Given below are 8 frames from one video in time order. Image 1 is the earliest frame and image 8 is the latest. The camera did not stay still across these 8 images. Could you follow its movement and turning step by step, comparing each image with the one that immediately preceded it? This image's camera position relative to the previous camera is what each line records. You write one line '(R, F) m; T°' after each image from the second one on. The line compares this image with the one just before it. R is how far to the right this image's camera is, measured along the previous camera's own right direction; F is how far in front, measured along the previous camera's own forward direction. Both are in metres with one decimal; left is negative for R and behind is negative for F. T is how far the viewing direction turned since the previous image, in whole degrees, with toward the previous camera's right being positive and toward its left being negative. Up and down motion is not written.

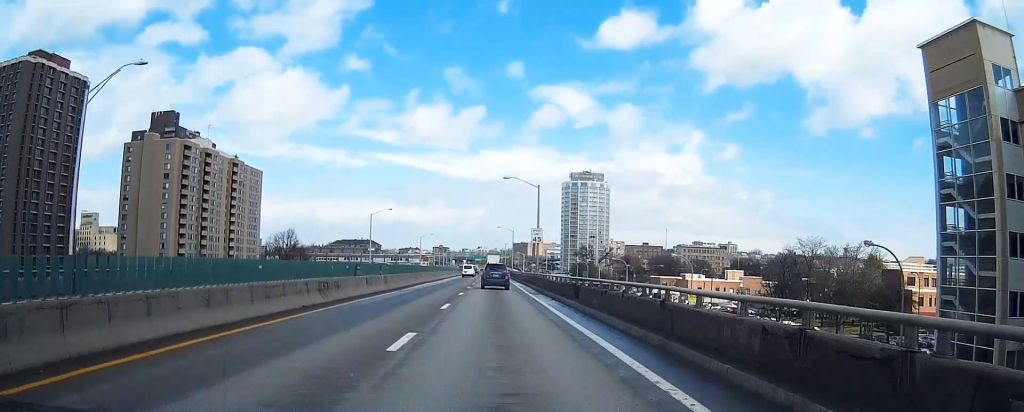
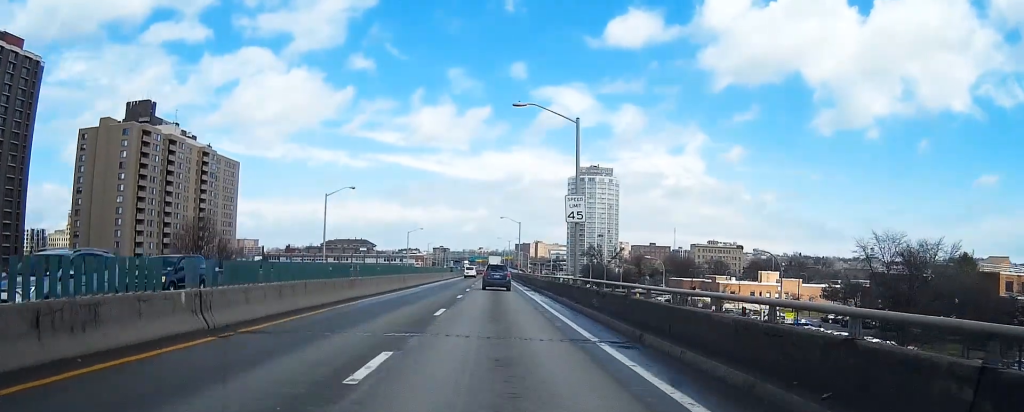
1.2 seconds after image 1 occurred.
(-0.1, +27.5) m; 0°
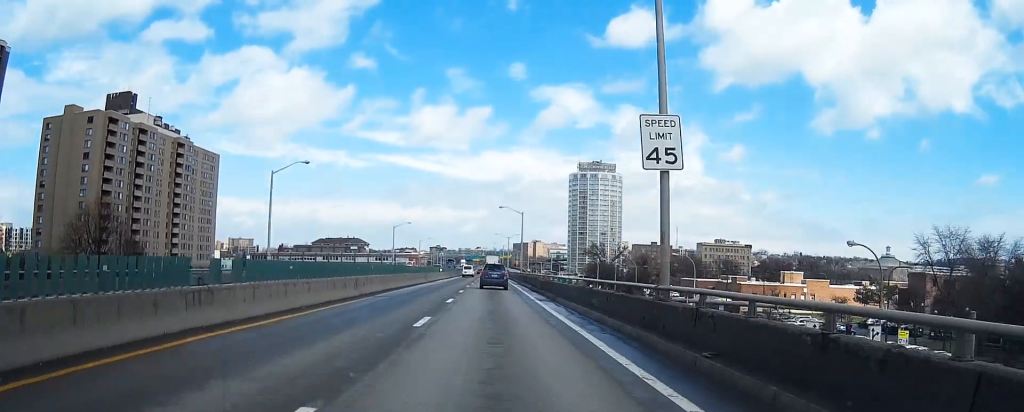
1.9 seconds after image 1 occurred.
(0.0, +17.3) m; 0°
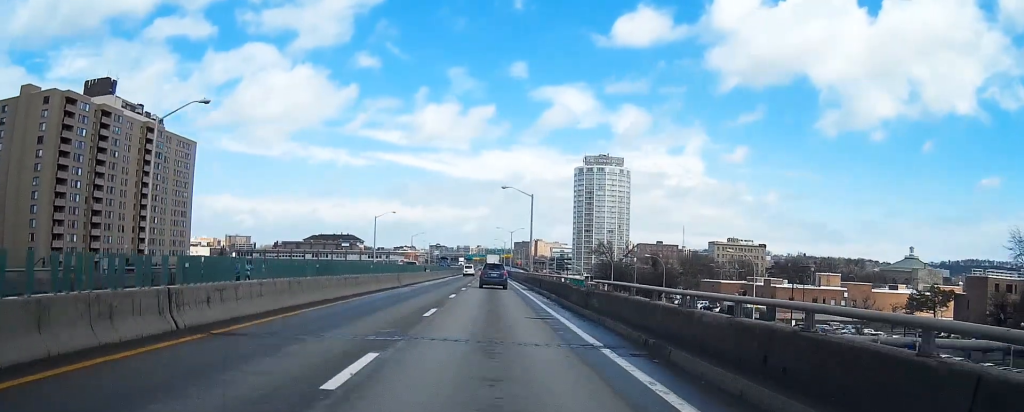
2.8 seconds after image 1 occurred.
(0.0, +20.5) m; 0°
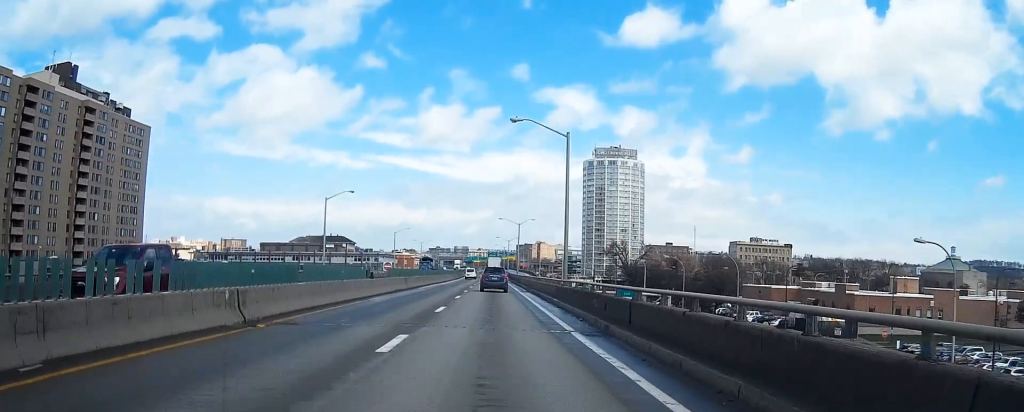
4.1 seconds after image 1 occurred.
(-0.1, +32.5) m; 0°
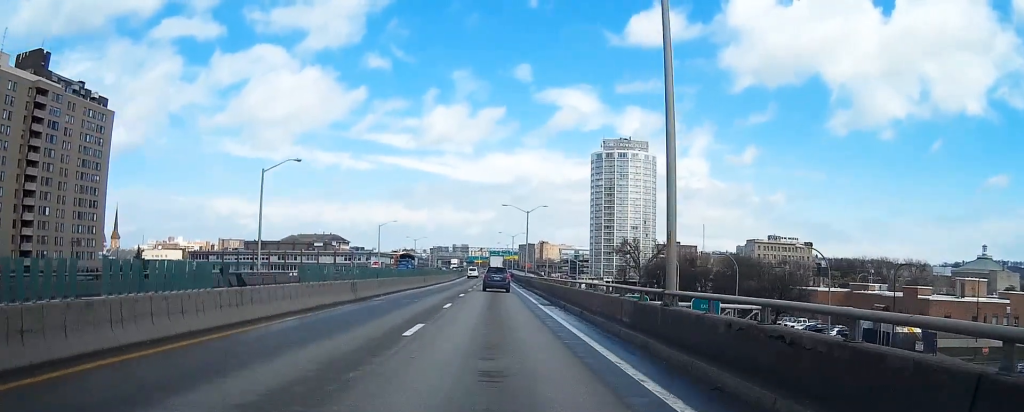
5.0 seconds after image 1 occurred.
(0.0, +21.5) m; 0°
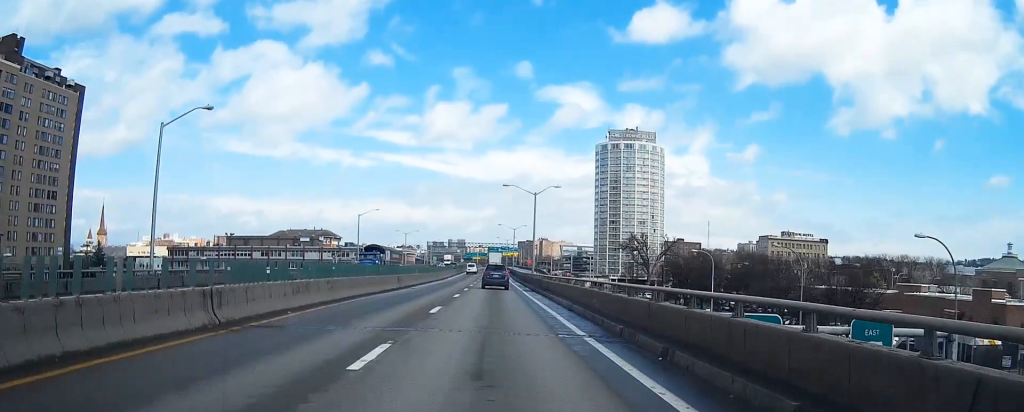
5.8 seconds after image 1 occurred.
(+0.1, +17.6) m; 0°
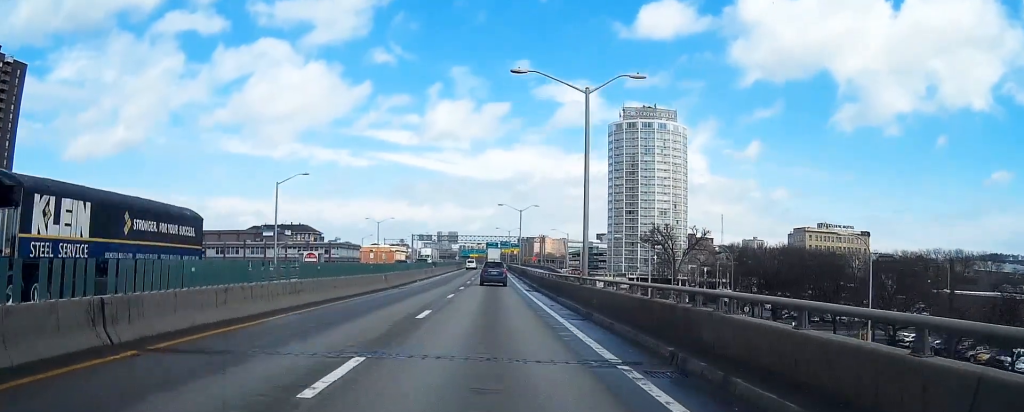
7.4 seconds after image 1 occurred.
(0.0, +39.2) m; 0°
